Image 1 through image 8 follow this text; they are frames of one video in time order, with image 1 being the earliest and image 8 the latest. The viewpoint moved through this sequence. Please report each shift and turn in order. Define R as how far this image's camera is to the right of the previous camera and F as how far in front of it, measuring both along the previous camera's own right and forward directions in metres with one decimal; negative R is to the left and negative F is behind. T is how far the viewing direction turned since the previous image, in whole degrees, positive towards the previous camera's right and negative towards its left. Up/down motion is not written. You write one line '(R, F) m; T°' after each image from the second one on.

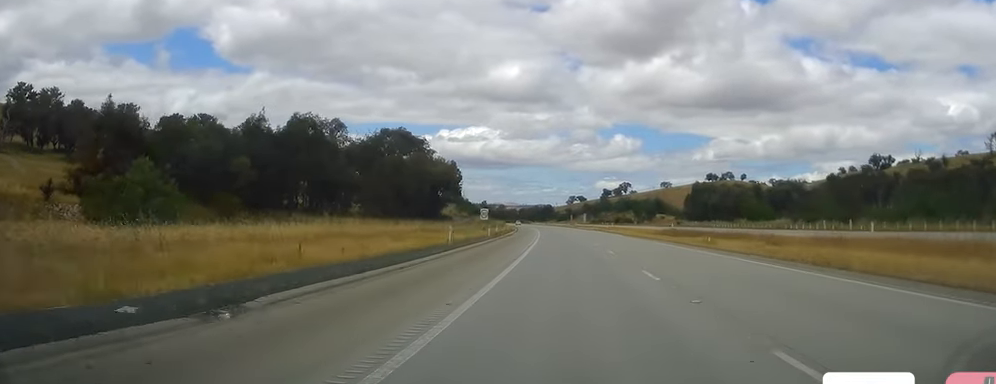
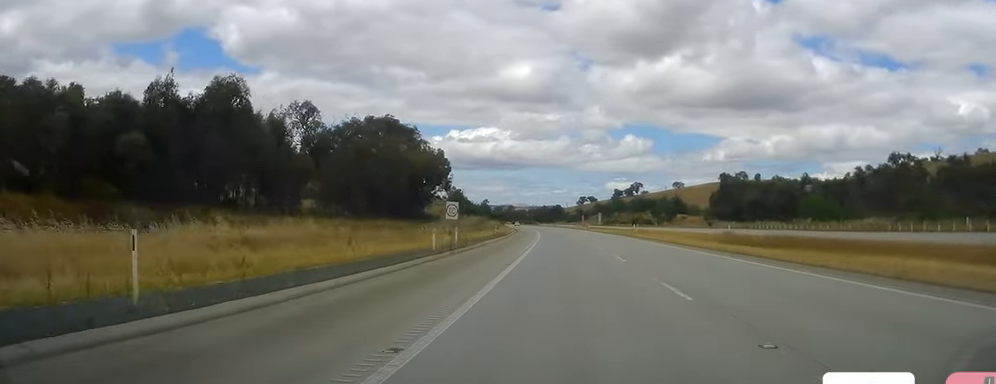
(-0.2, +28.7) m; 0°
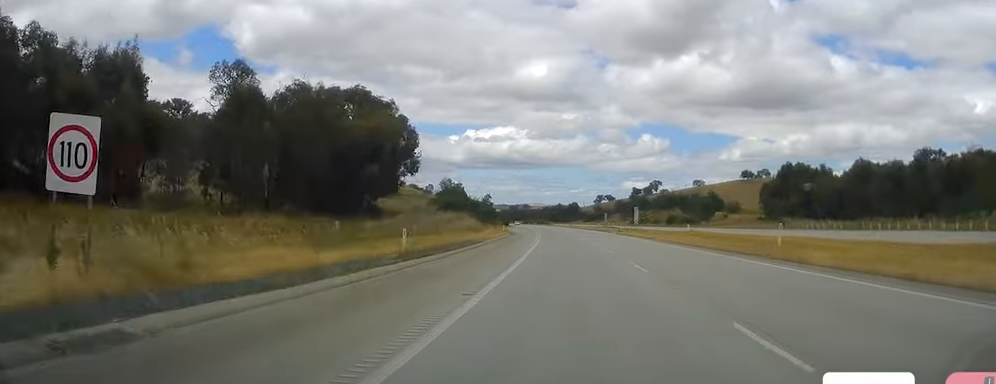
(+0.2, +43.1) m; 0°
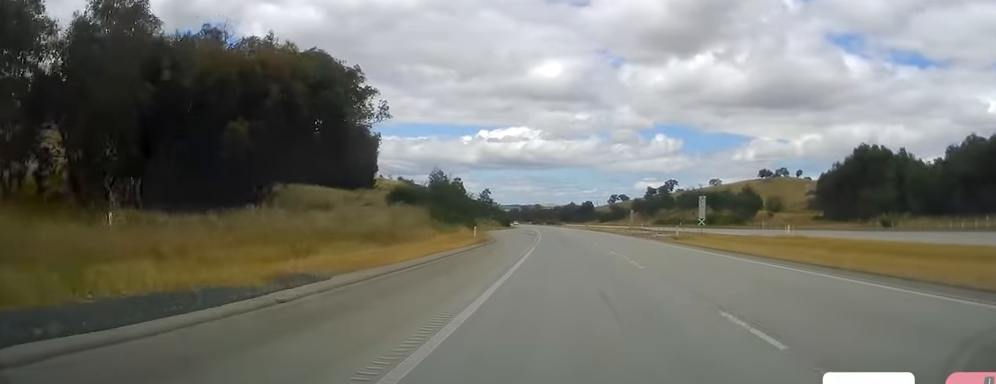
(-0.8, +35.4) m; -2°
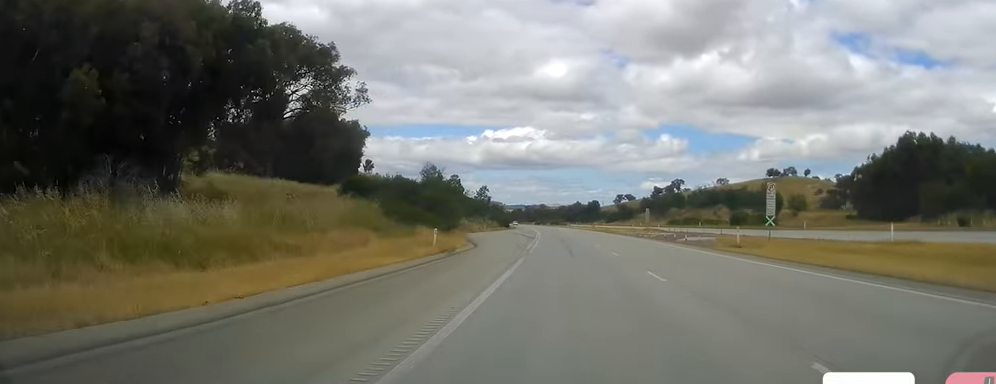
(-0.1, +16.3) m; 0°
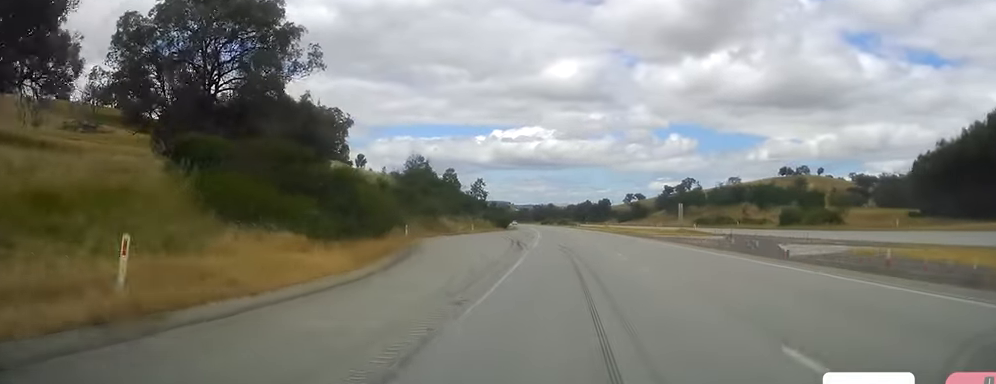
(+0.2, +24.0) m; 0°
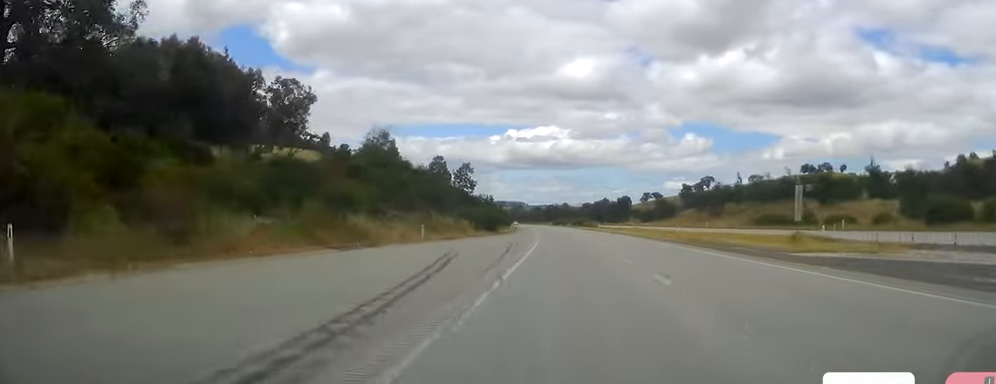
(-0.9, +38.3) m; -2°
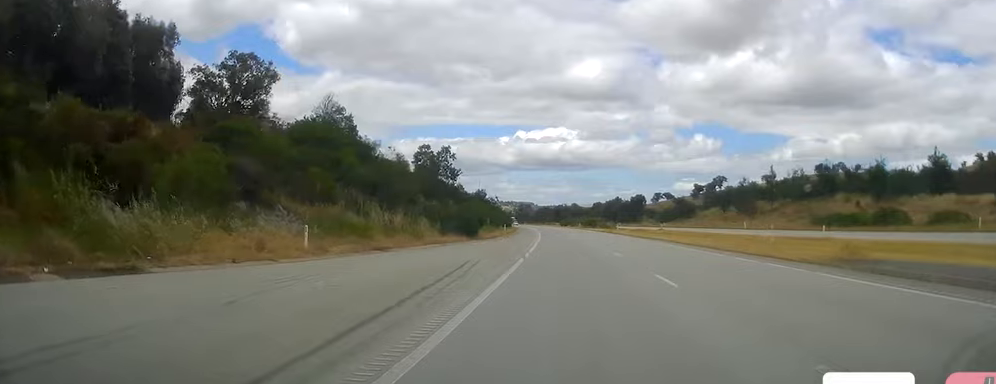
(-0.1, +24.8) m; 0°
